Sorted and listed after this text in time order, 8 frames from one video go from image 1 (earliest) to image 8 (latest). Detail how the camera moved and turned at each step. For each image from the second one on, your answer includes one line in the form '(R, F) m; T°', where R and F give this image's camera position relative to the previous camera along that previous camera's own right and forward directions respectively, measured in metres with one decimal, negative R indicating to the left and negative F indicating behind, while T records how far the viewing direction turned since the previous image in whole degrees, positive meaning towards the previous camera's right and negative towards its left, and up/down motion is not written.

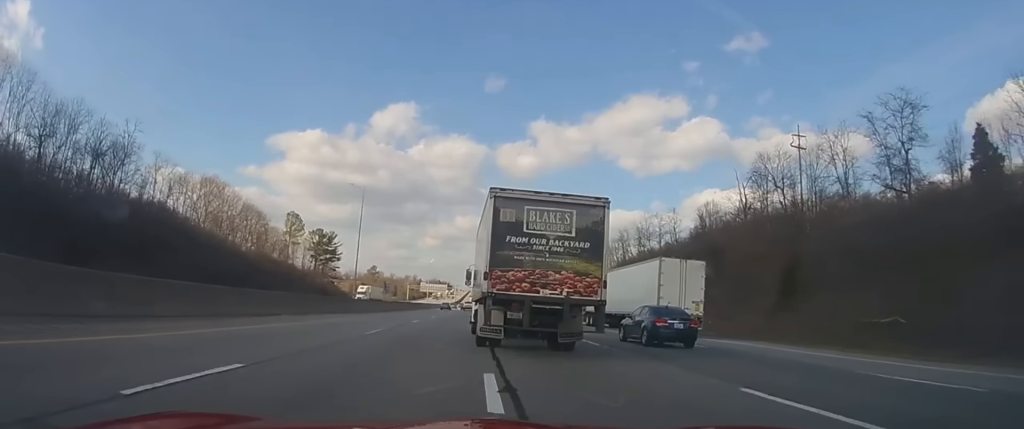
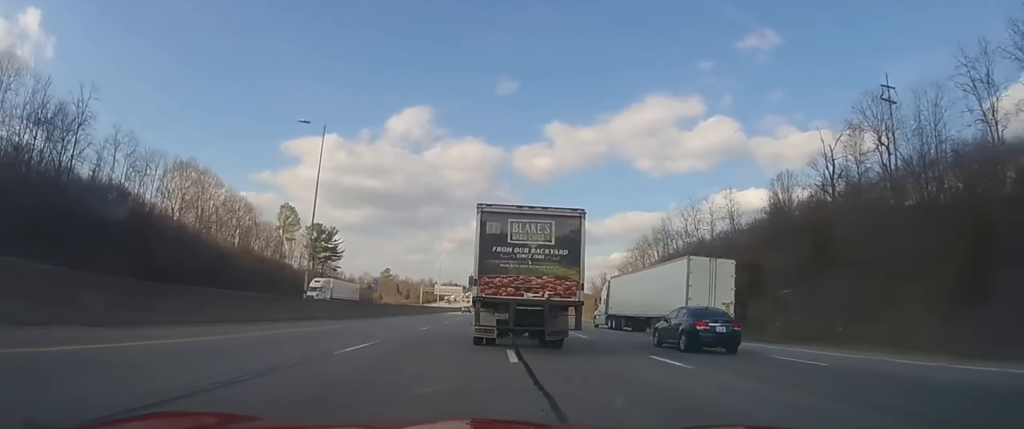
(0.0, +18.5) m; -1°
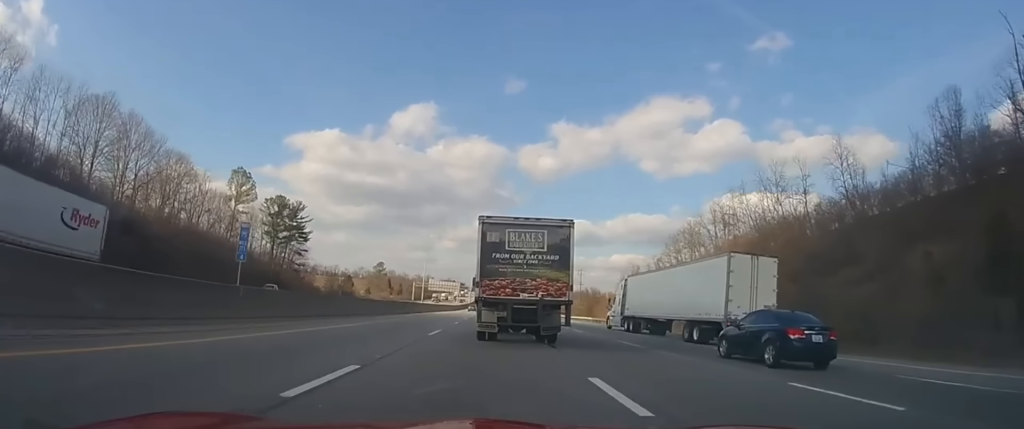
(-0.2, +29.1) m; 0°
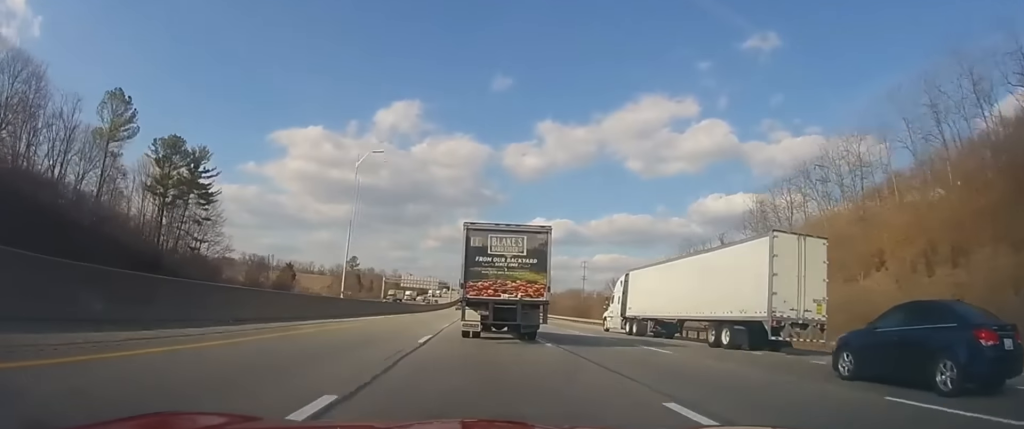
(+0.2, +39.0) m; +1°
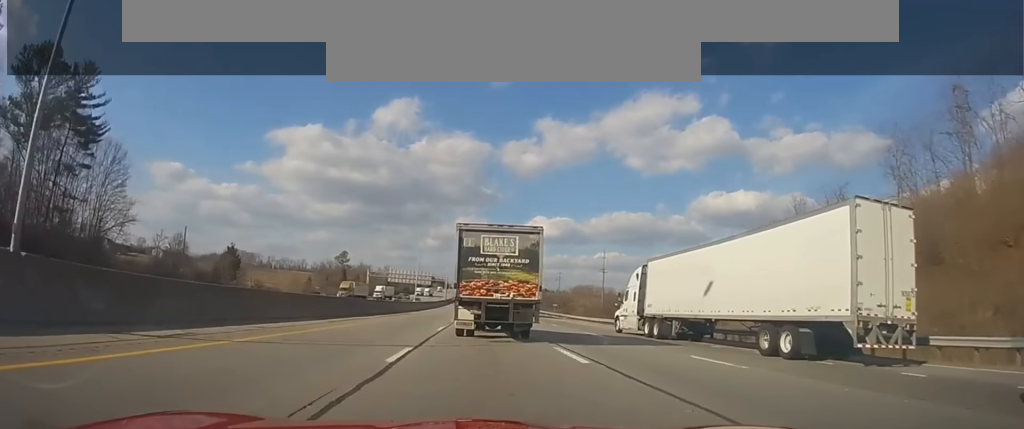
(+0.6, +29.2) m; +2°
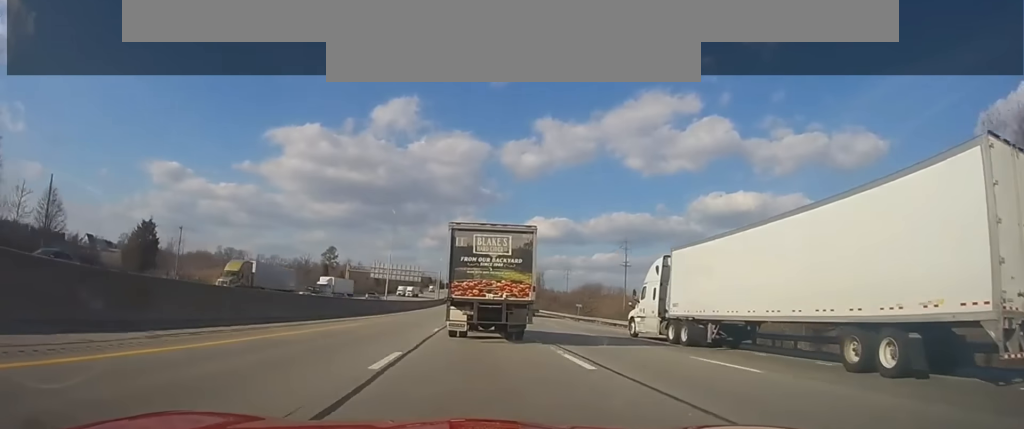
(+0.3, +25.6) m; -1°
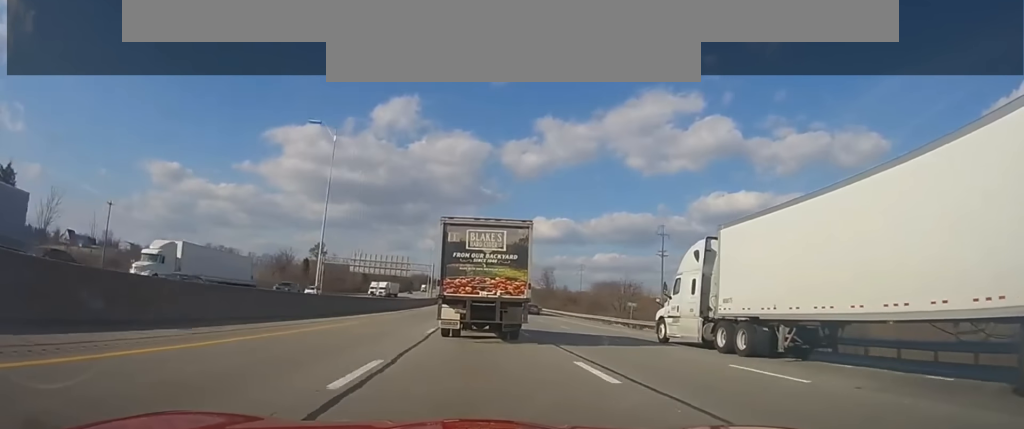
(-0.7, +26.6) m; -1°
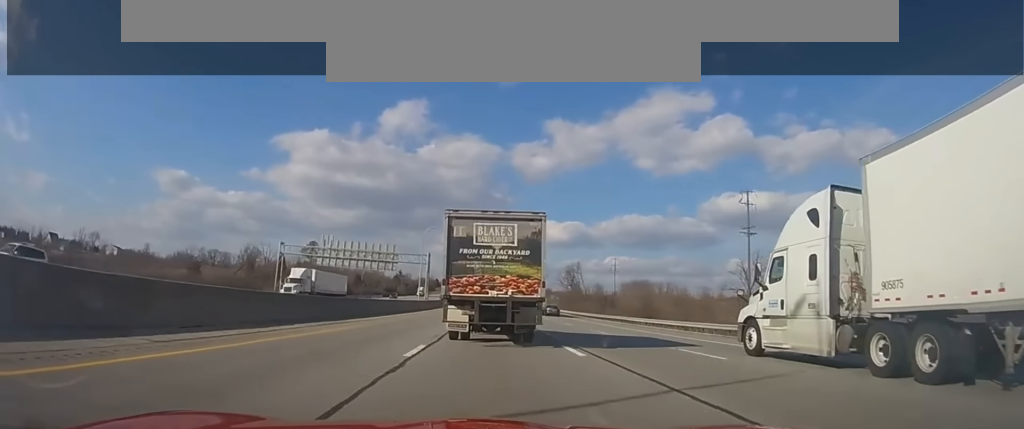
(+0.2, +32.5) m; -1°
